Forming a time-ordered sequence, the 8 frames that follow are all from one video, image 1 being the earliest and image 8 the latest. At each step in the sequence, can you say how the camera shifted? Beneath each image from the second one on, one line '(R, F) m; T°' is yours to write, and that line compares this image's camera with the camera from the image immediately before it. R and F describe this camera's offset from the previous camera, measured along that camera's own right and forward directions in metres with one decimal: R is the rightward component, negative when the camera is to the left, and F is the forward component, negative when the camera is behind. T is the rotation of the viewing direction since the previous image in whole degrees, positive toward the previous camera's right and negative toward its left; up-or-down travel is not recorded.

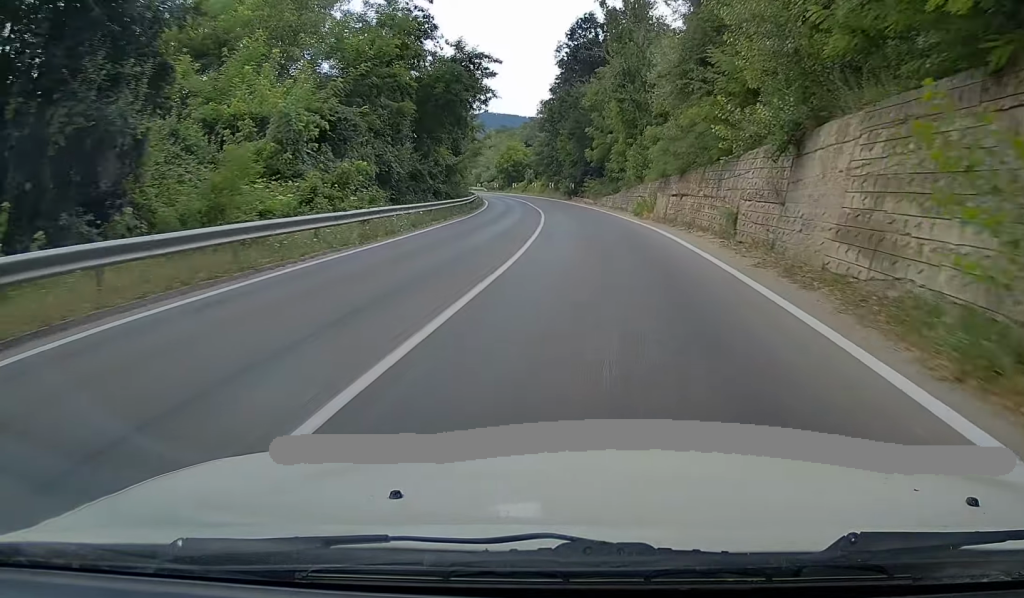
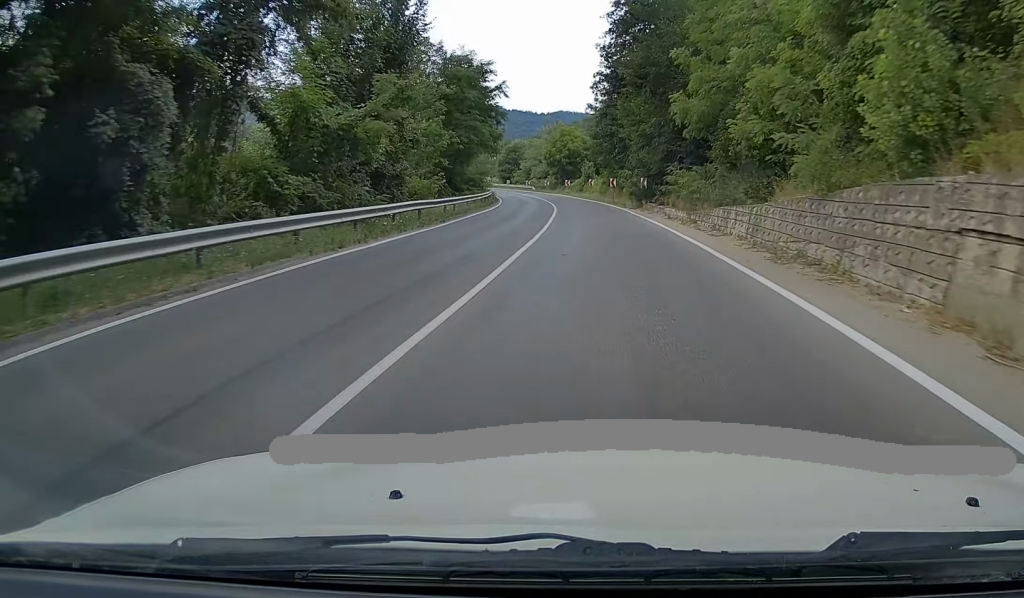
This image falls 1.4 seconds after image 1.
(-1.7, +32.4) m; -7°
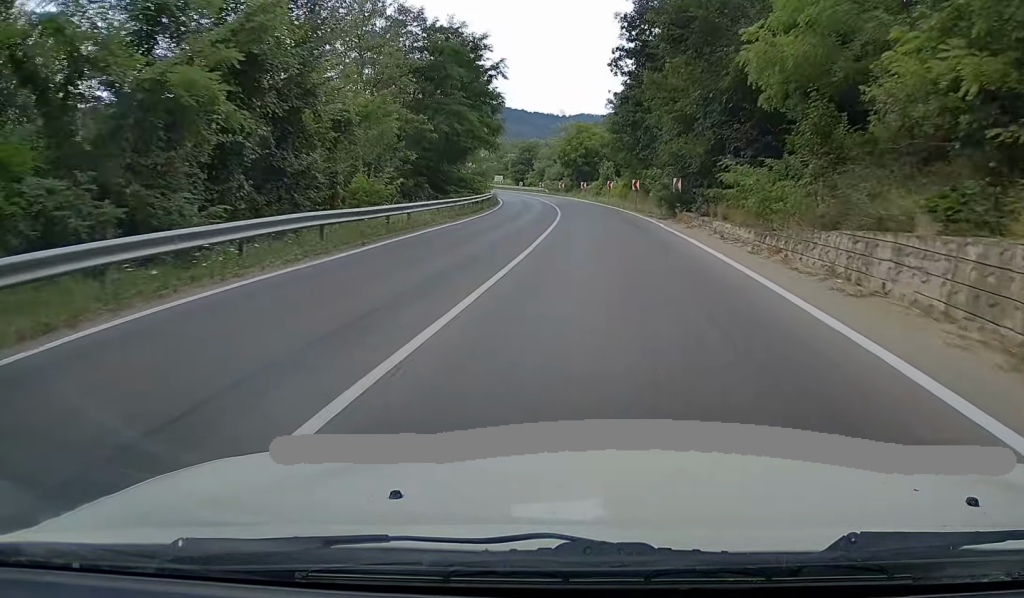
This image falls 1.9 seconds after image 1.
(-0.3, +10.6) m; -2°
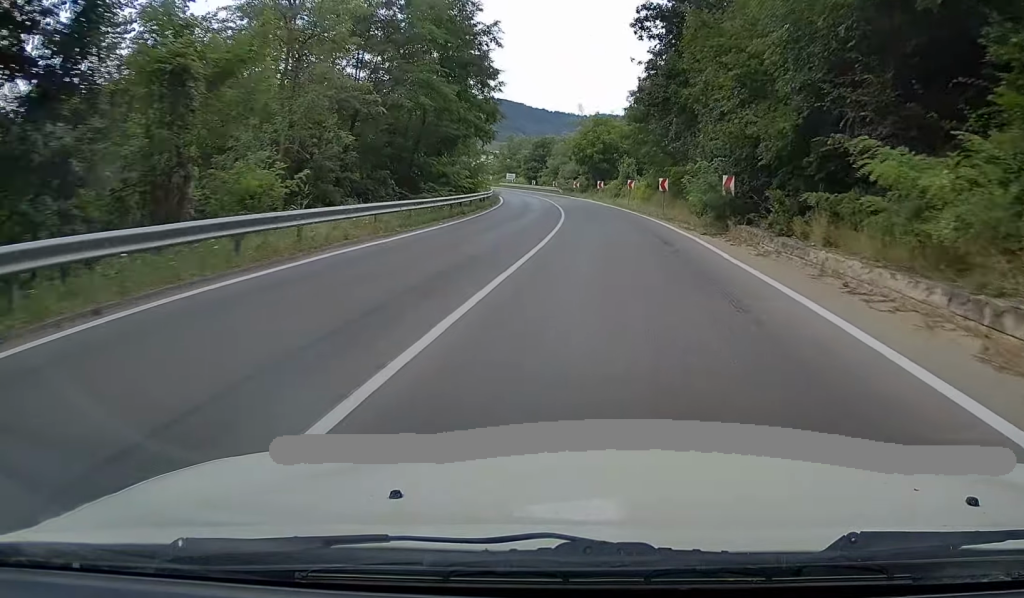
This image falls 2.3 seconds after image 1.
(-0.1, +9.8) m; -1°
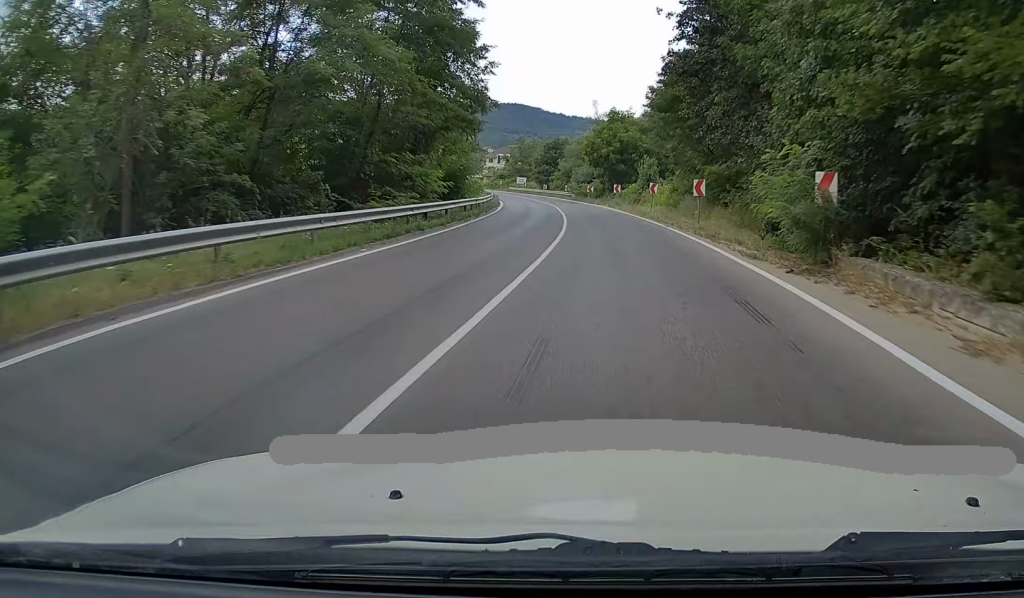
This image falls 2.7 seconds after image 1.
(-0.1, +9.0) m; -1°
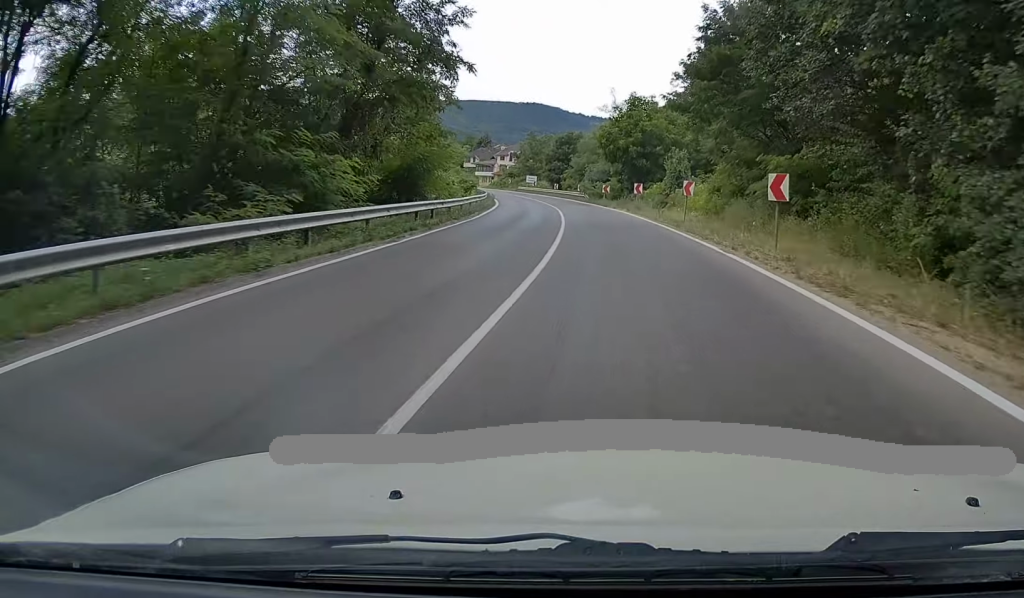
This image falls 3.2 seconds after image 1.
(-0.1, +11.2) m; -2°
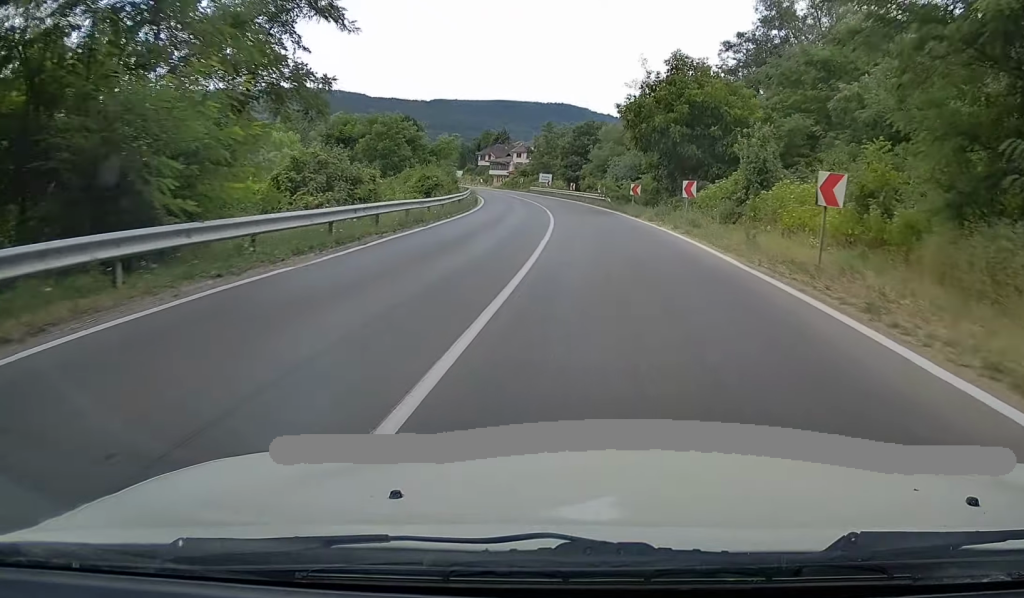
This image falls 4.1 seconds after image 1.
(-0.6, +18.3) m; -3°
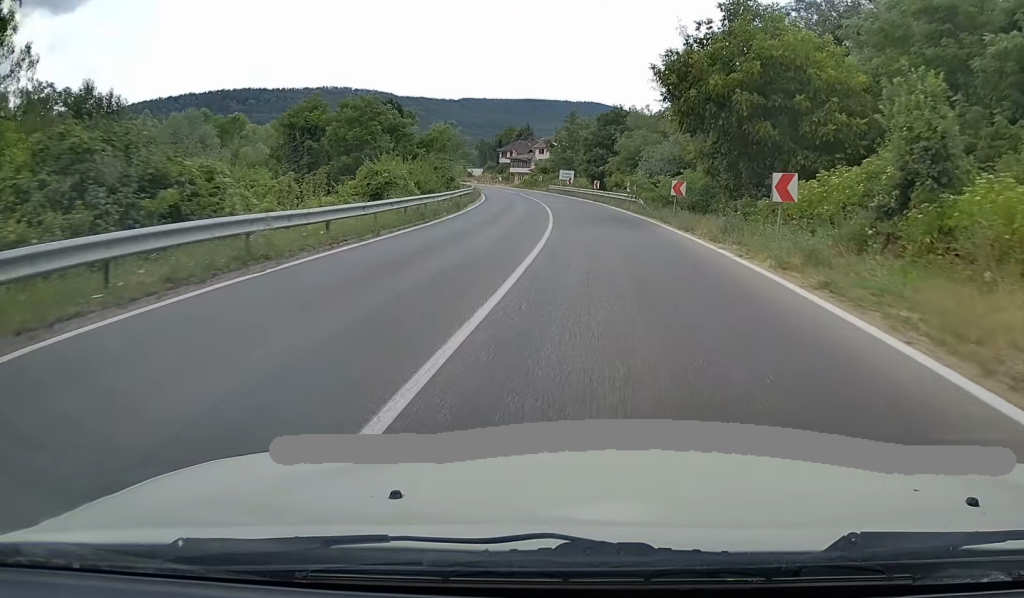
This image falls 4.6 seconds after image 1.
(-0.2, +12.3) m; -2°
